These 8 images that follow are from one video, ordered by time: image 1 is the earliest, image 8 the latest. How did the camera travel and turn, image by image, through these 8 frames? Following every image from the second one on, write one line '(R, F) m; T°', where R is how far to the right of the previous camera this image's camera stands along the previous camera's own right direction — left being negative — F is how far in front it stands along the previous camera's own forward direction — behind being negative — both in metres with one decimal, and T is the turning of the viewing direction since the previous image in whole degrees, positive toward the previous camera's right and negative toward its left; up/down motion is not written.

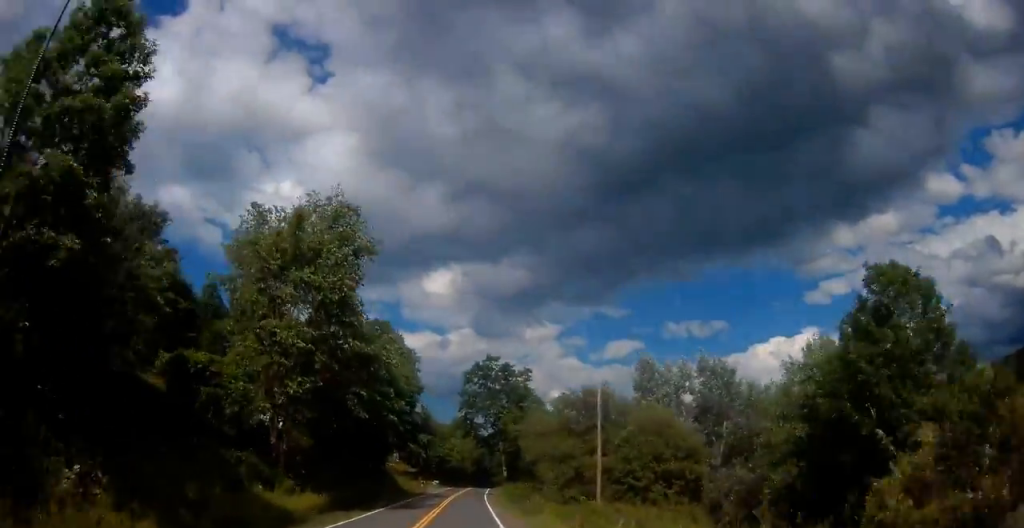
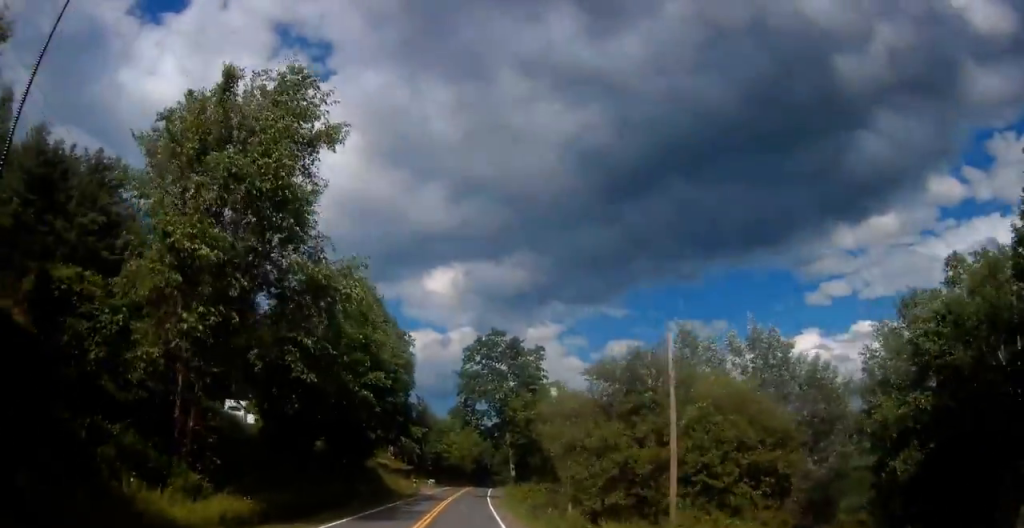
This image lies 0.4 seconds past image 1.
(-0.1, +9.3) m; 0°
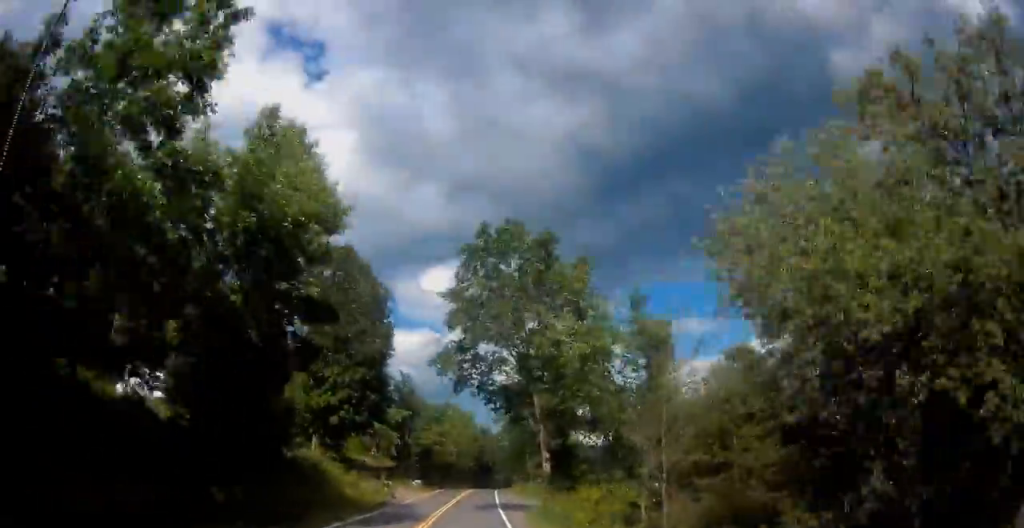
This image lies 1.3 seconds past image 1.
(+0.2, +19.5) m; +2°
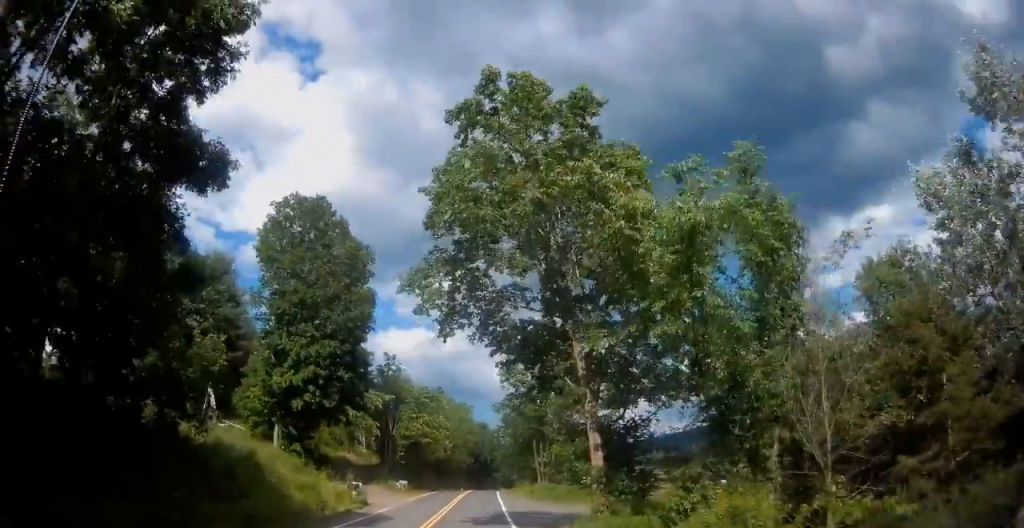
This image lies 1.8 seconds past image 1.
(+0.1, +10.0) m; +1°
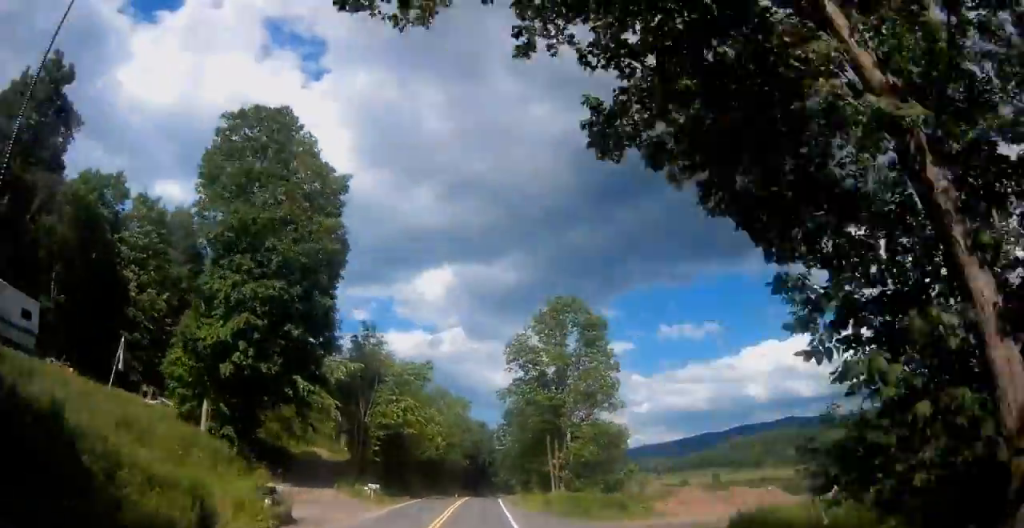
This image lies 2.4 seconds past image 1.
(+0.2, +12.1) m; +1°
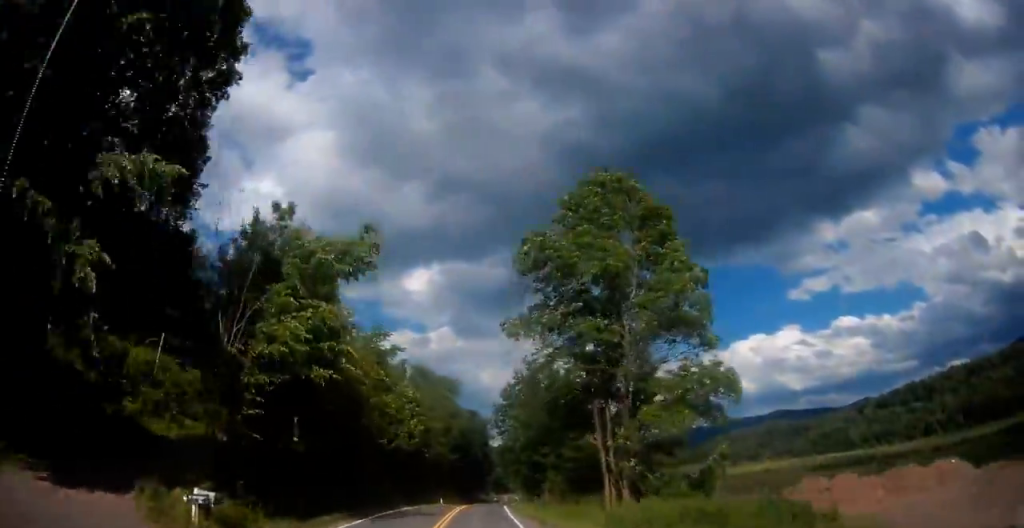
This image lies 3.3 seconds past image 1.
(+0.1, +20.6) m; 0°
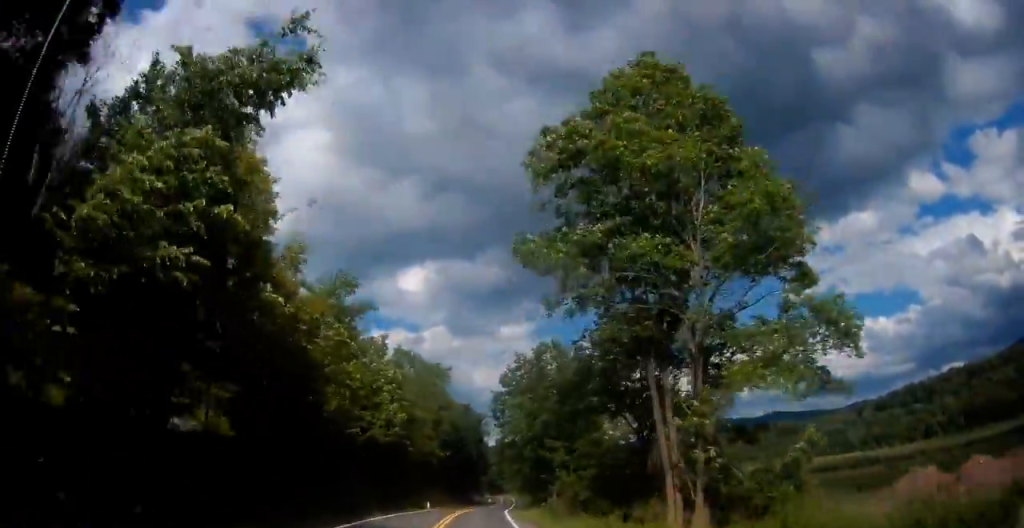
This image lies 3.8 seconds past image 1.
(0.0, +9.2) m; 0°
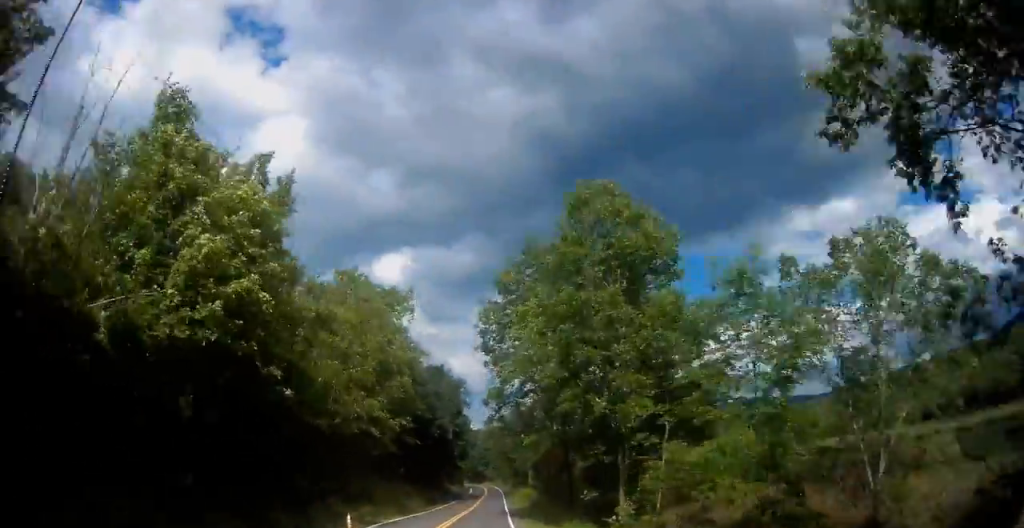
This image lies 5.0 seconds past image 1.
(0.0, +24.8) m; 0°
